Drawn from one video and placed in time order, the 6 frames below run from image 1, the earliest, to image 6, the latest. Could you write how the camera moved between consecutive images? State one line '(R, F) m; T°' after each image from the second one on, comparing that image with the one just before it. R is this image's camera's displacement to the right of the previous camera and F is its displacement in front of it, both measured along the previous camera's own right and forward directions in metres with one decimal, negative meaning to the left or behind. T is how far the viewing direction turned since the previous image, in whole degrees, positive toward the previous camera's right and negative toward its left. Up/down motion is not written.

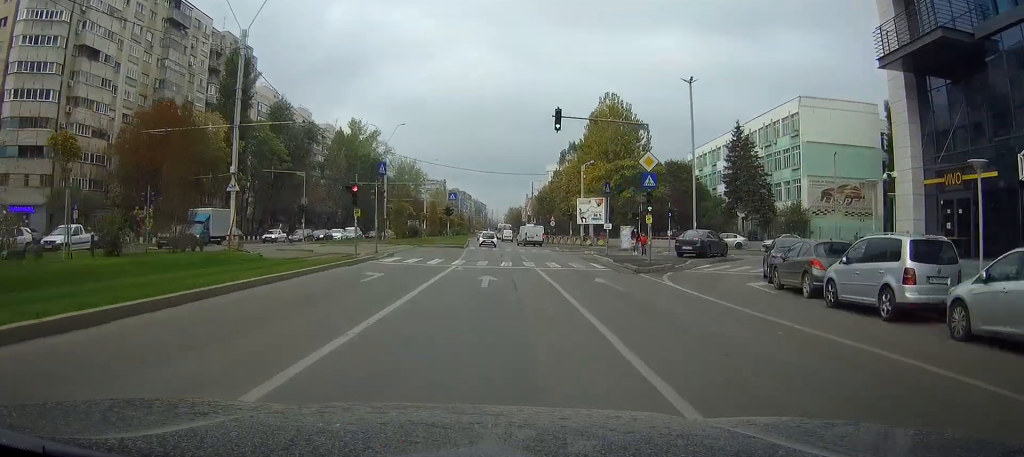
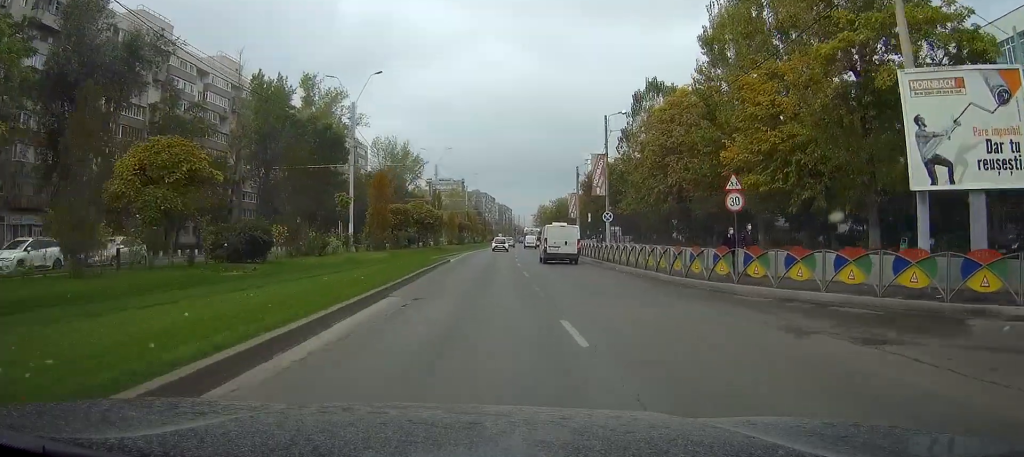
(-0.6, +61.2) m; -2°
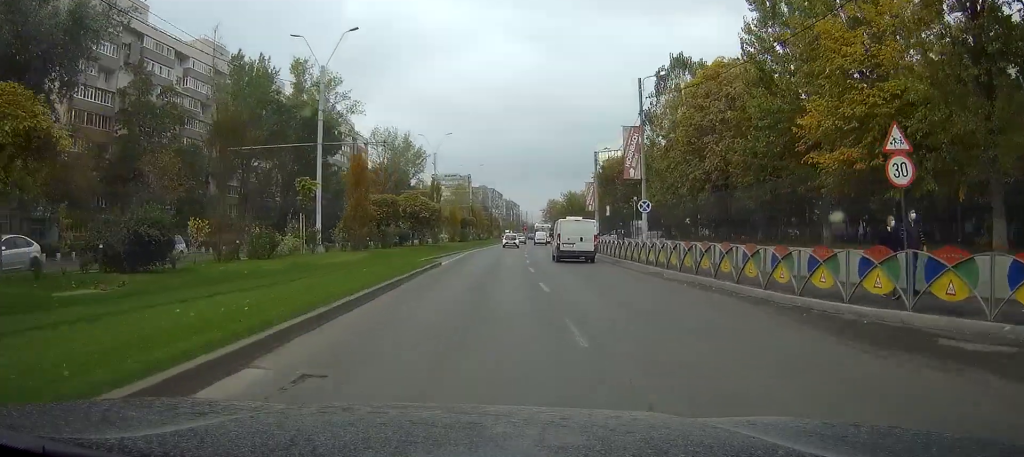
(-0.1, +9.5) m; 0°
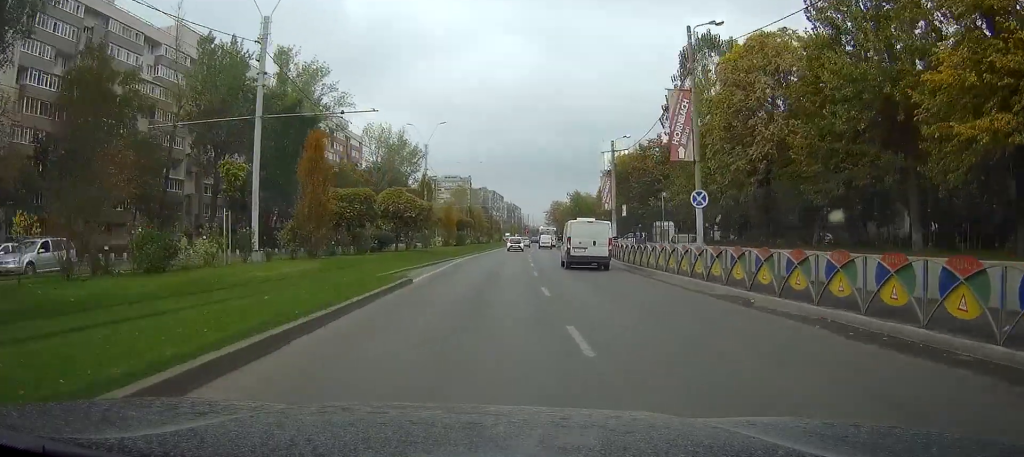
(-0.1, +9.5) m; 0°
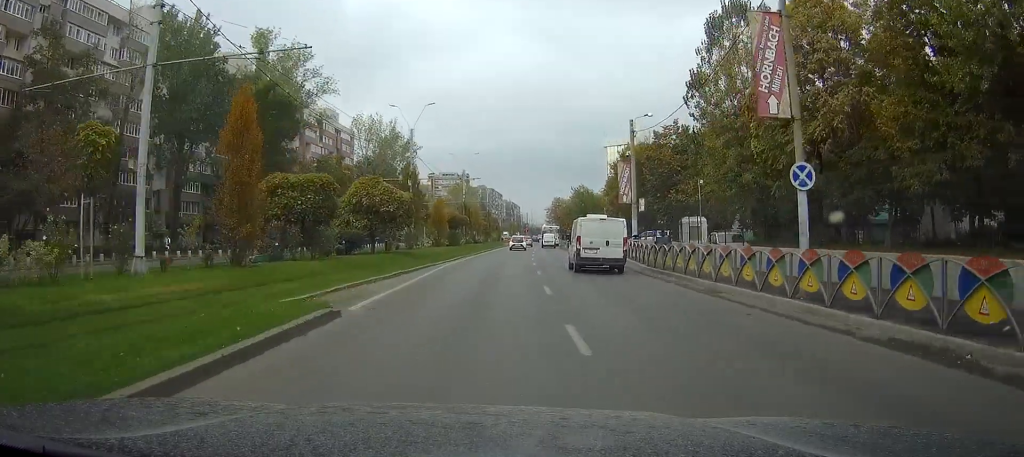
(0.0, +9.0) m; 0°
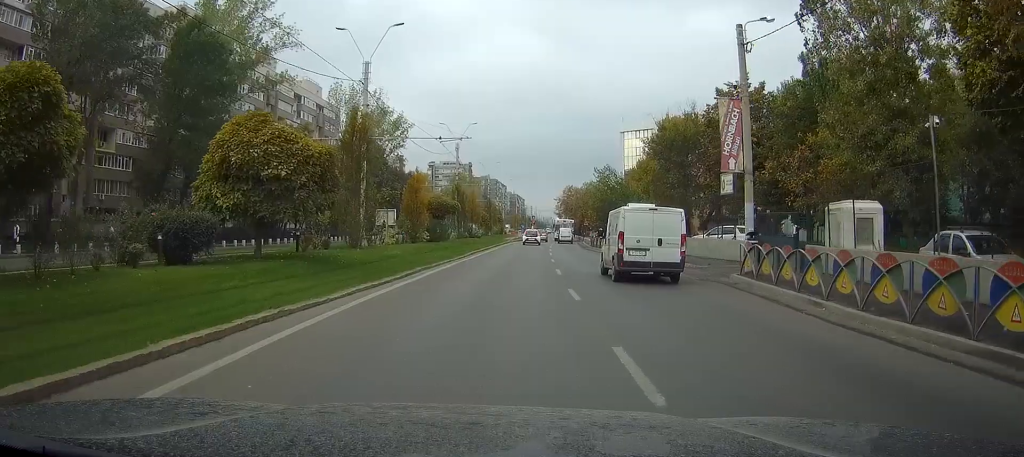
(-0.2, +20.8) m; 0°
